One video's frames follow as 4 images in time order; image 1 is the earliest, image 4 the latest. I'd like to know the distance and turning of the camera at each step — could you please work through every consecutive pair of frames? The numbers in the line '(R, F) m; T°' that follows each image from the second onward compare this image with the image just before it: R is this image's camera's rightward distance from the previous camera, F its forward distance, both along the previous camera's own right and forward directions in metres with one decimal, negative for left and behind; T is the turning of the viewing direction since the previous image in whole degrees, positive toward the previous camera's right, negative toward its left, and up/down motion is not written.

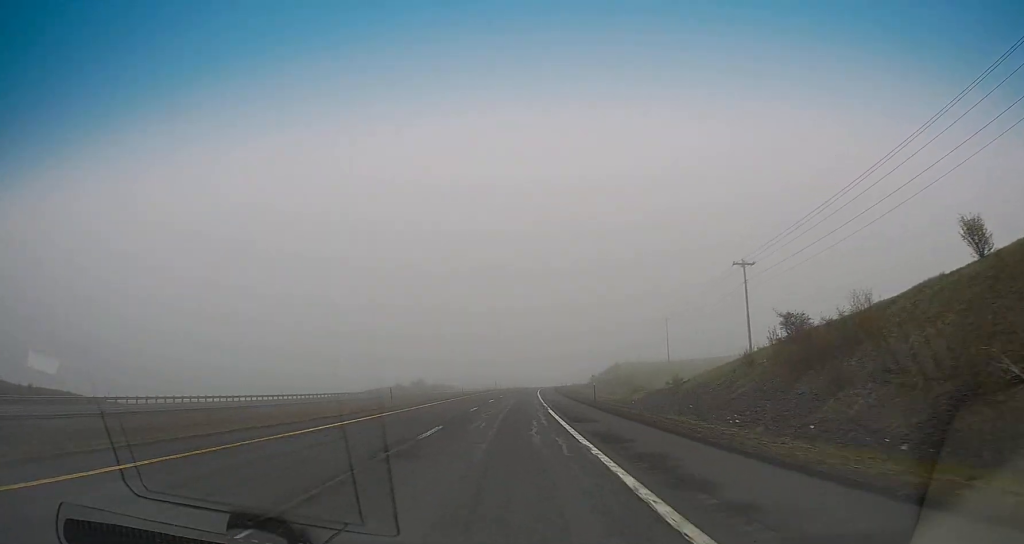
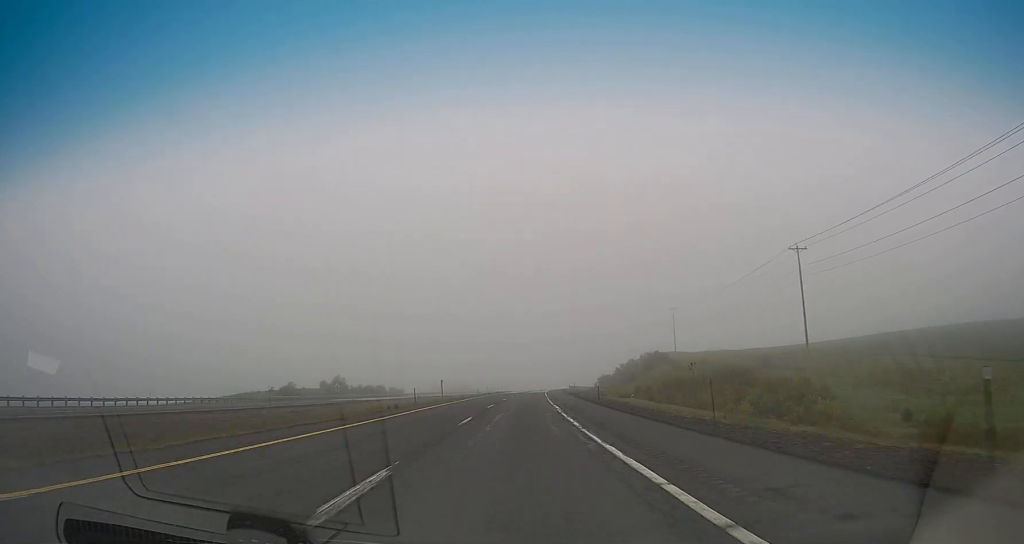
(+1.7, +83.6) m; +3°
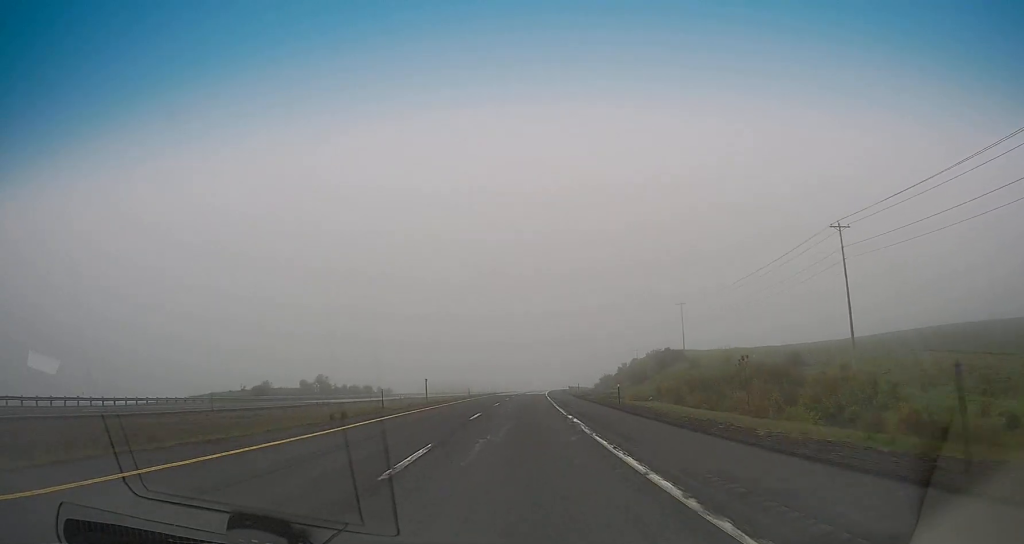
(0.0, +11.6) m; 0°
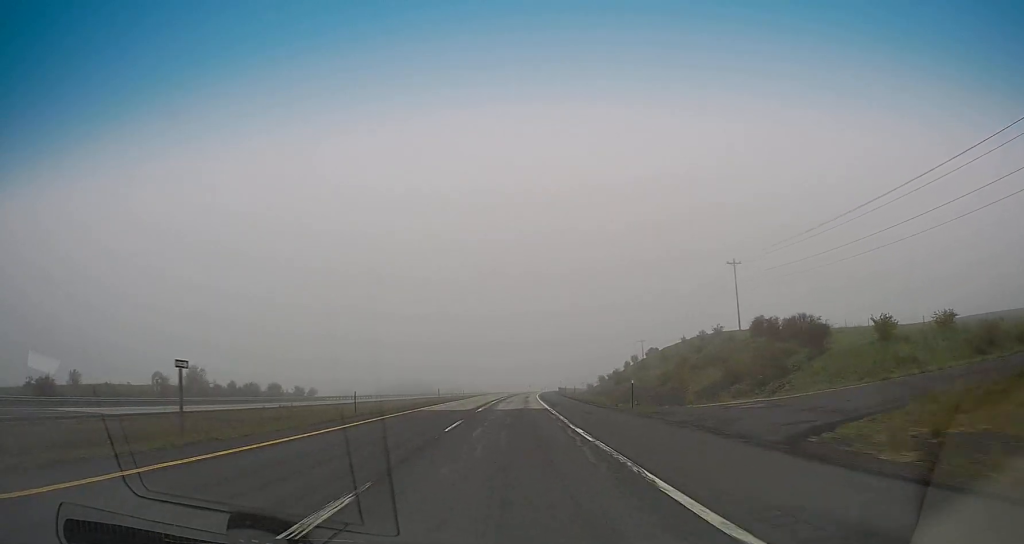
(-0.1, +51.1) m; +1°
